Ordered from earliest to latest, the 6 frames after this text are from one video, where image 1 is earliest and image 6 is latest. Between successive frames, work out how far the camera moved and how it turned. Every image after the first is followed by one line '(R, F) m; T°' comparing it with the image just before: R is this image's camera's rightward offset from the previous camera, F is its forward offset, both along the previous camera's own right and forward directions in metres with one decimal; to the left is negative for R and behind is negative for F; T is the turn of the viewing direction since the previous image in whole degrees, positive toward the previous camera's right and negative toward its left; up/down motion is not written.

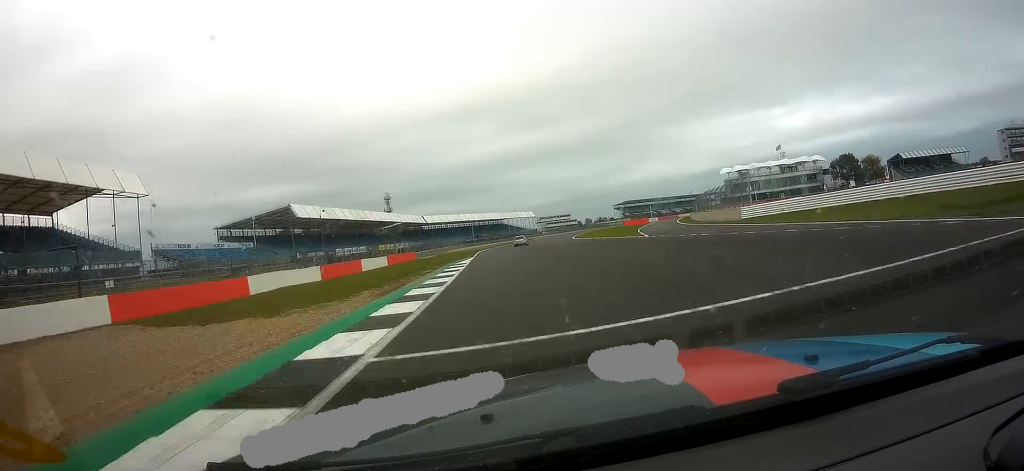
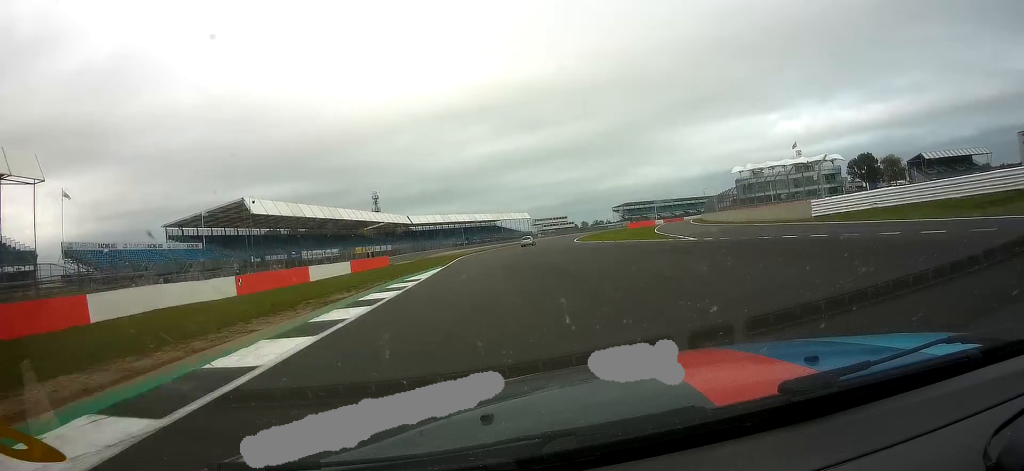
(+0.2, +15.0) m; +1°
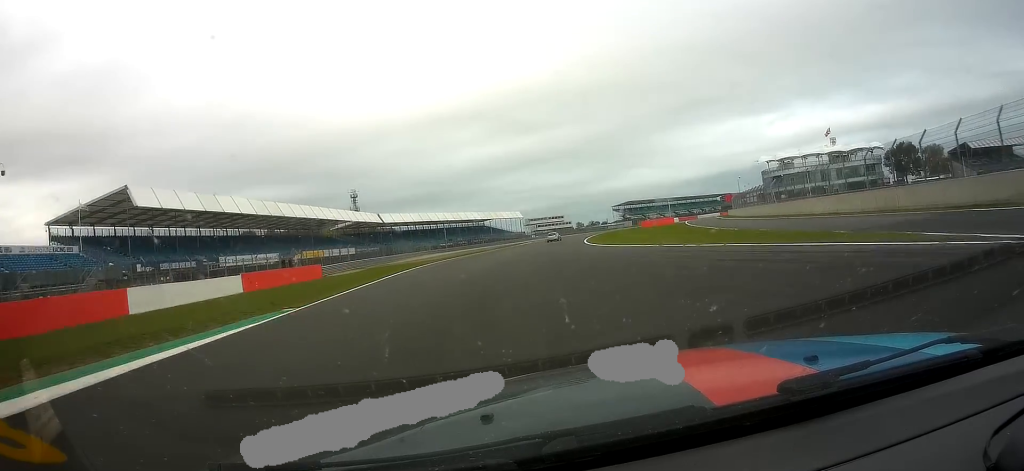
(+0.2, +25.6) m; +1°
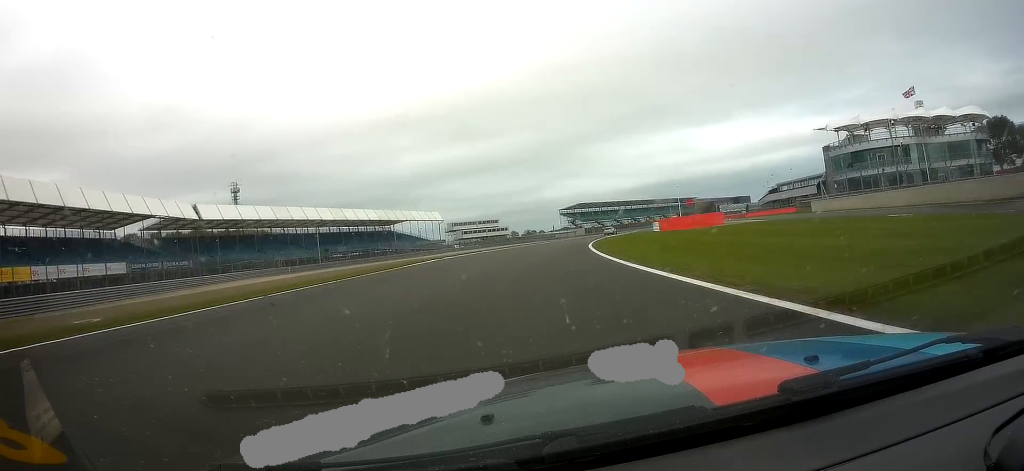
(+2.0, +59.8) m; +6°
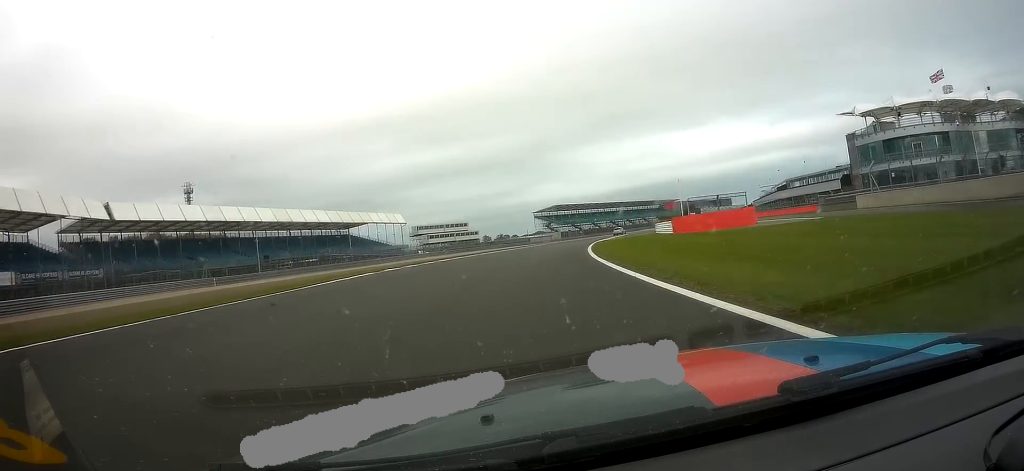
(+0.8, +15.6) m; +3°
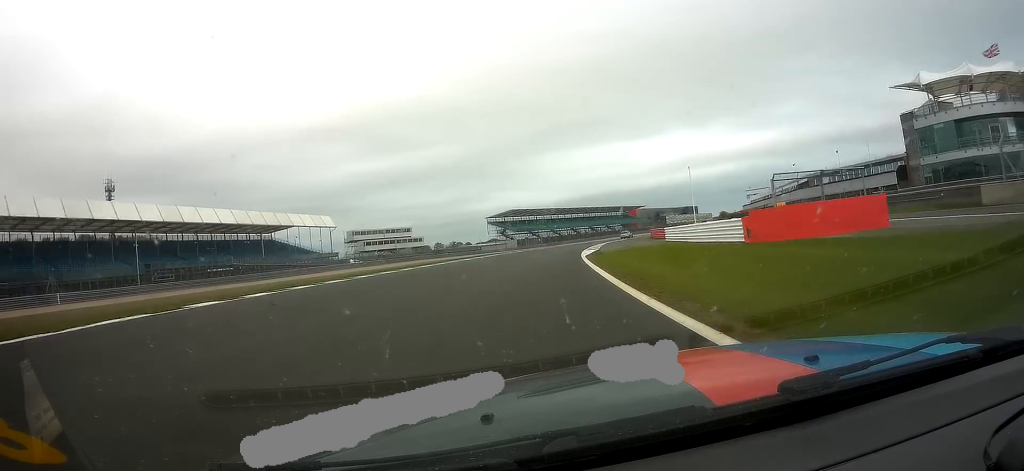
(+0.5, +22.5) m; +4°
